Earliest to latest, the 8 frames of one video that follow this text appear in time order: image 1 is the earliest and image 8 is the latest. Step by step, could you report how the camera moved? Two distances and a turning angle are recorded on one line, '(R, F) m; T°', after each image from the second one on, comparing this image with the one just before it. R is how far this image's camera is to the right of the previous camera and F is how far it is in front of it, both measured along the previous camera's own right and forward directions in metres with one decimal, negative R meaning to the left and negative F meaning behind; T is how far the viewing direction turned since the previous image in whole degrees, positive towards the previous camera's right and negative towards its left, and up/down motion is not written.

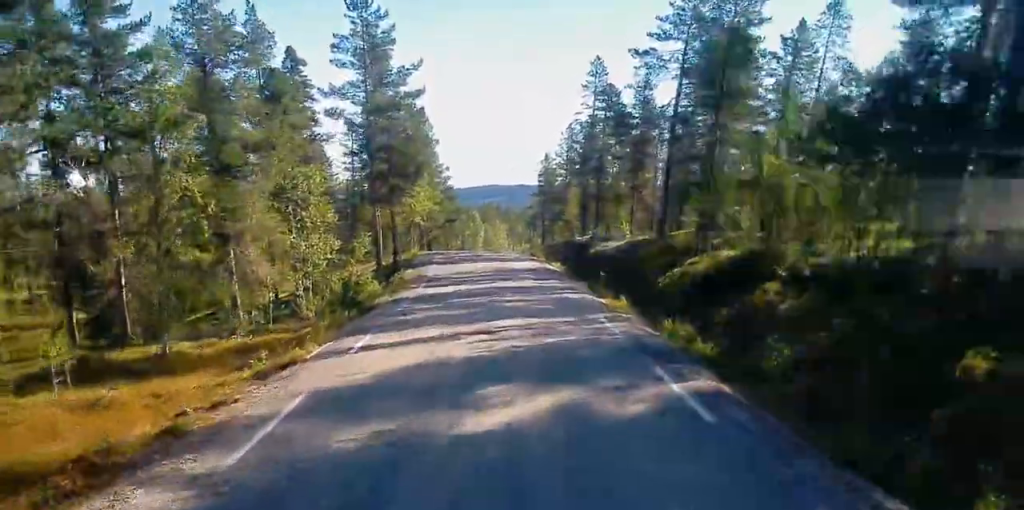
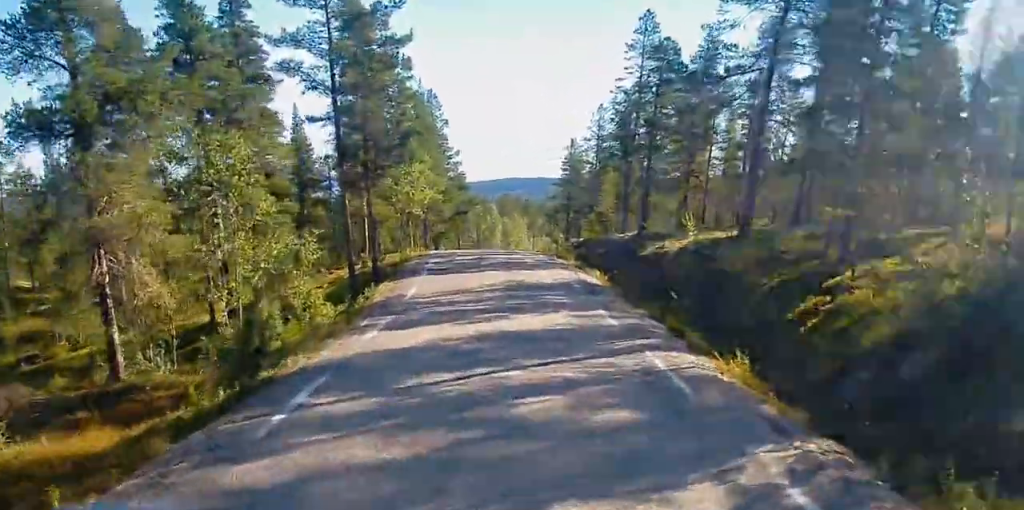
(-0.1, +11.5) m; -1°
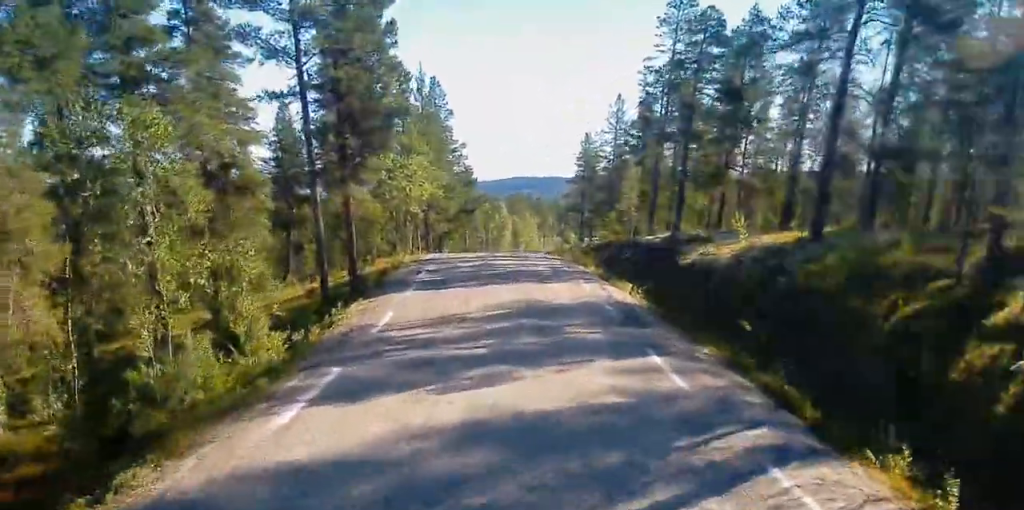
(0.0, +6.0) m; 0°
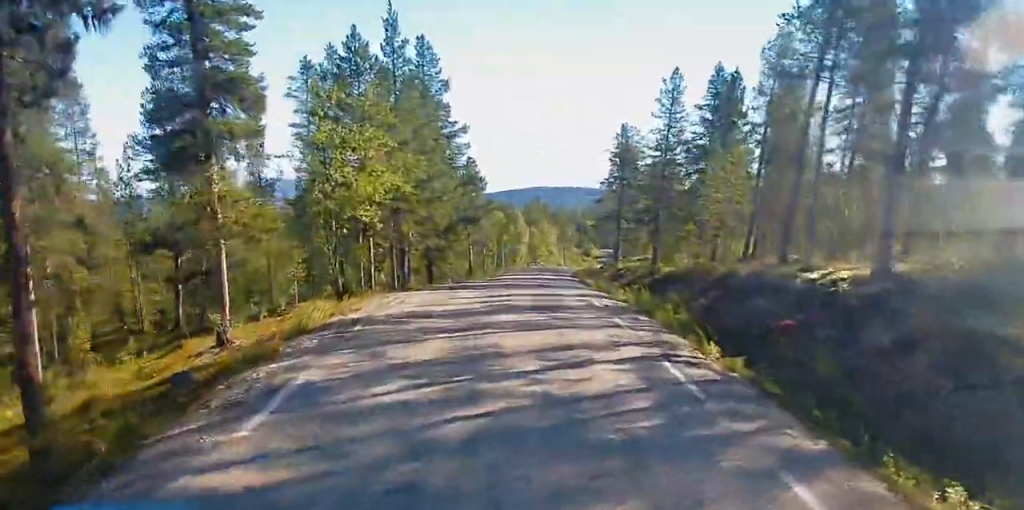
(0.0, +18.4) m; 0°
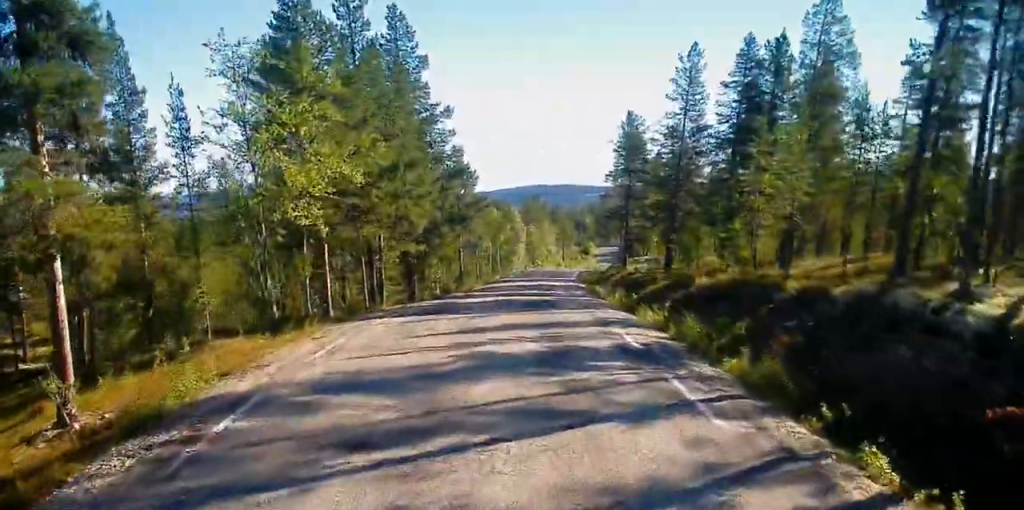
(0.0, +7.3) m; 0°
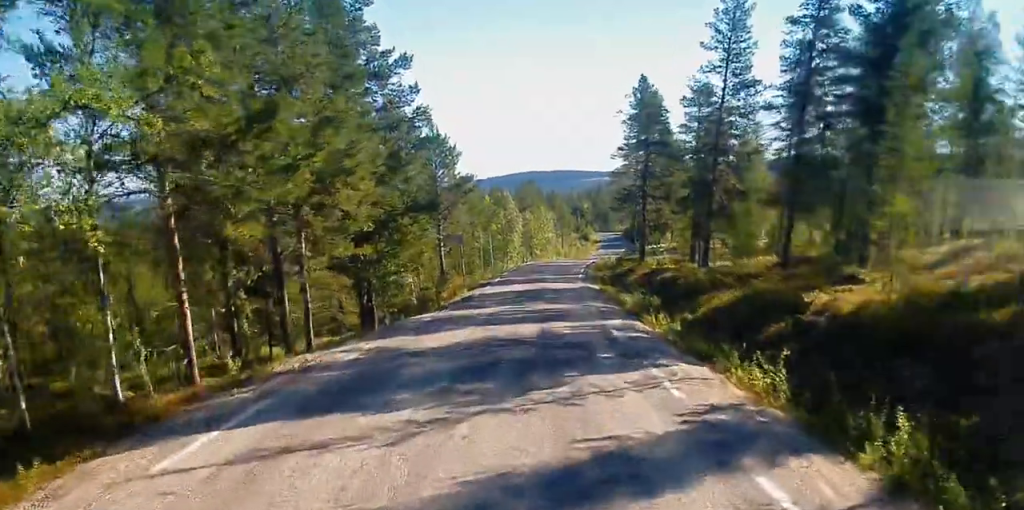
(0.0, +11.0) m; +1°
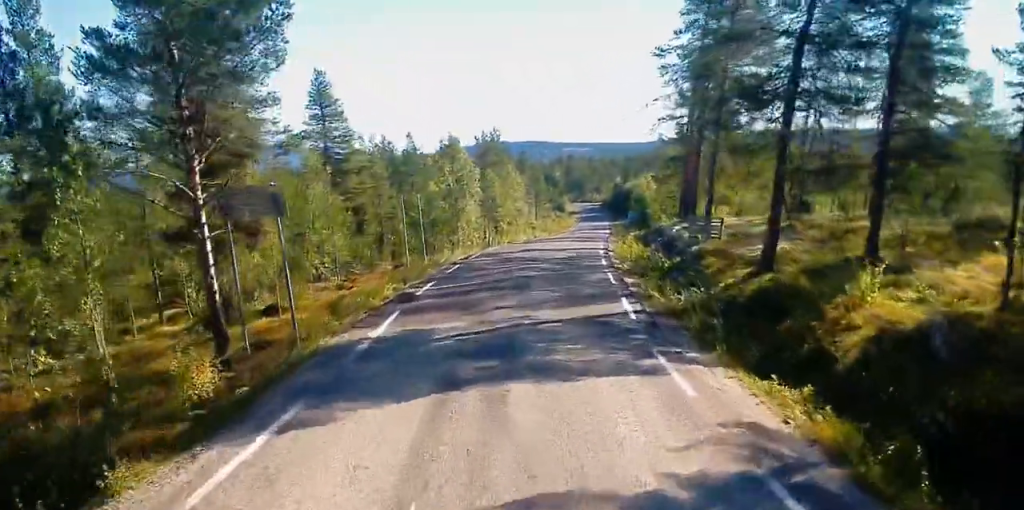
(+0.4, +31.2) m; +1°
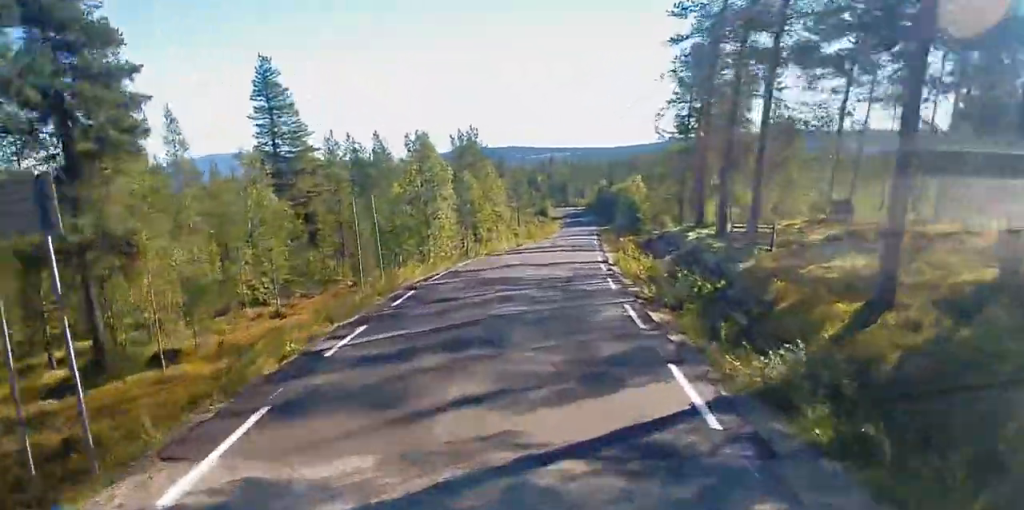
(0.0, +7.8) m; 0°
